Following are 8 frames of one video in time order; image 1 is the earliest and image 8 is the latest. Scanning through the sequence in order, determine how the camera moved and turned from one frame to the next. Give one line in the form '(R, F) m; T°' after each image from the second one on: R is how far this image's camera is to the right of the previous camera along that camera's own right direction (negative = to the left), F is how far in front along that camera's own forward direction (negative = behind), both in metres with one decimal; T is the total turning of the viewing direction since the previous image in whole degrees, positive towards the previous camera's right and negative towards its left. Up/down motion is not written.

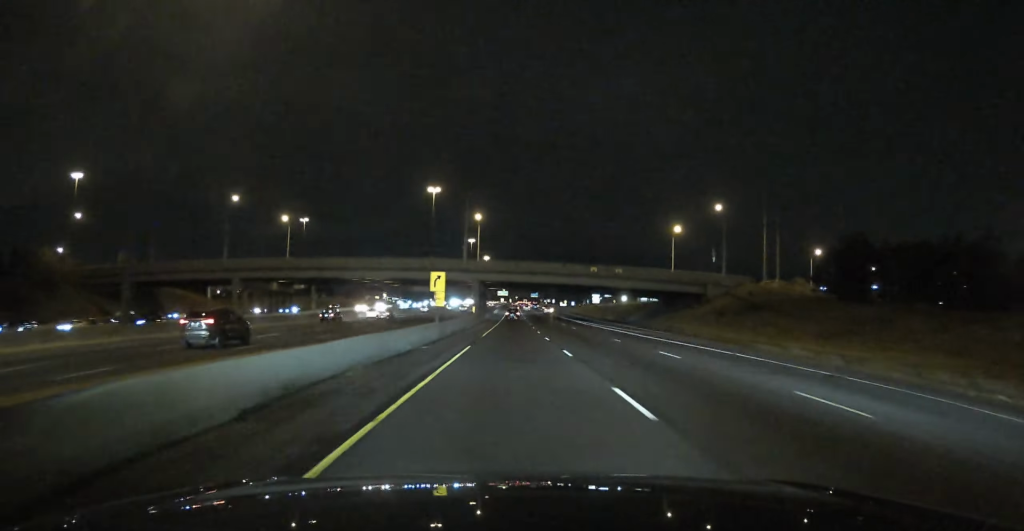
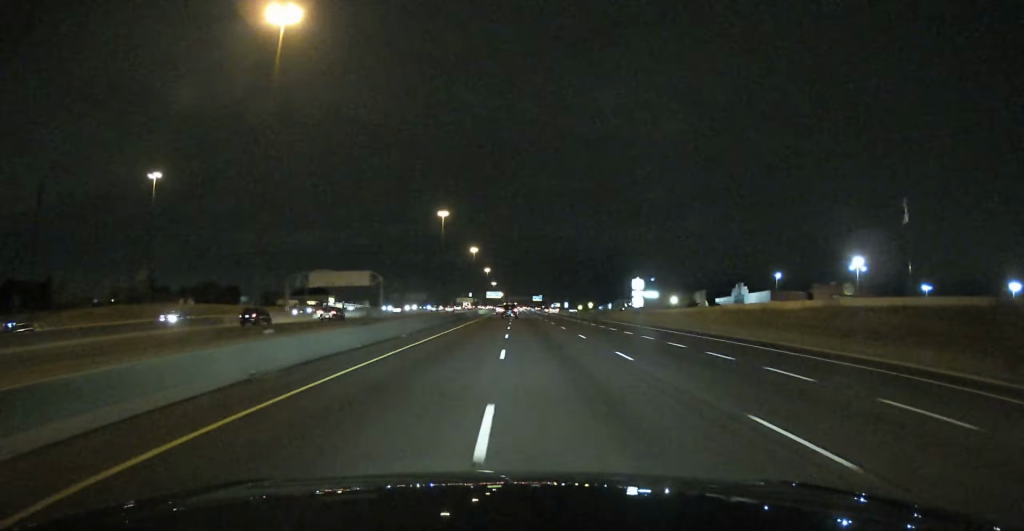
(+0.5, +129.7) m; 0°
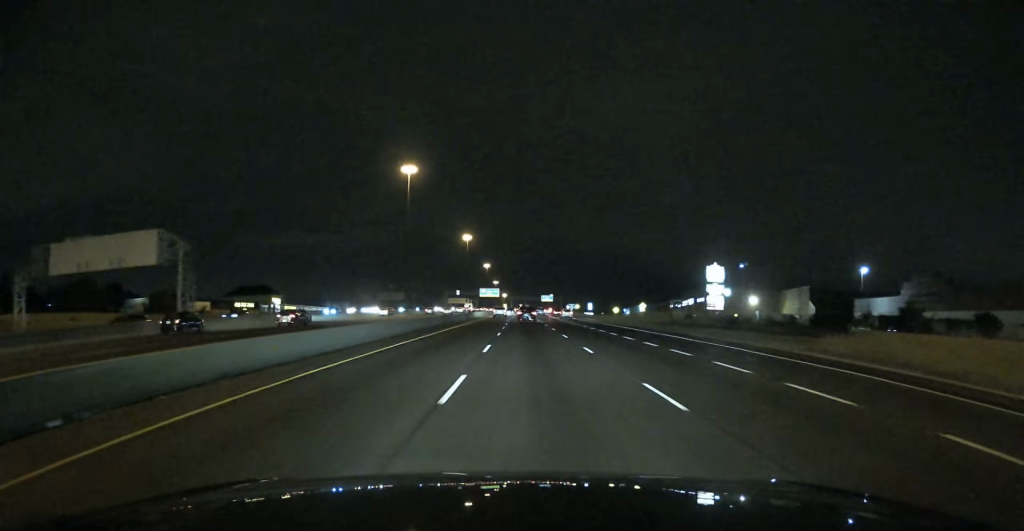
(-0.5, +82.6) m; 0°
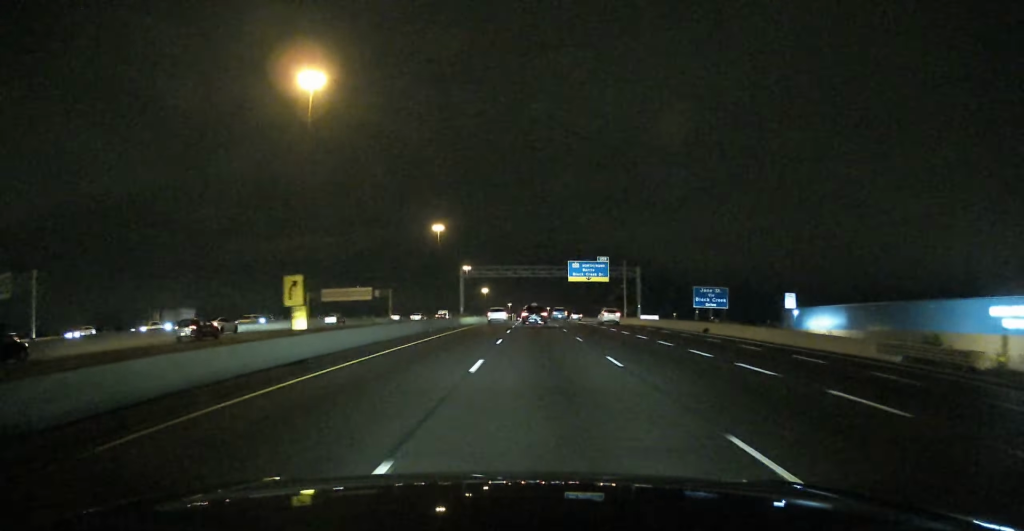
(+1.1, +256.9) m; +1°
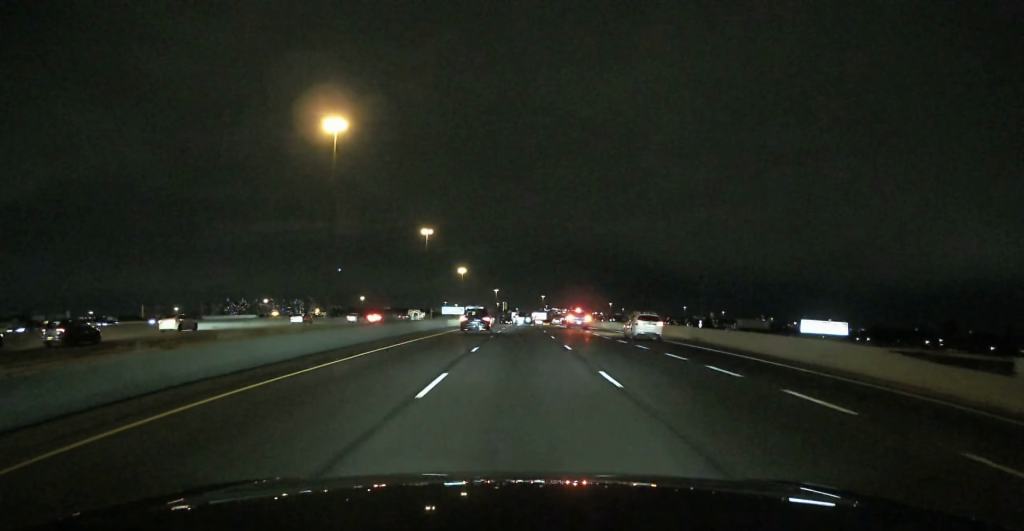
(+1.6, +154.7) m; +1°
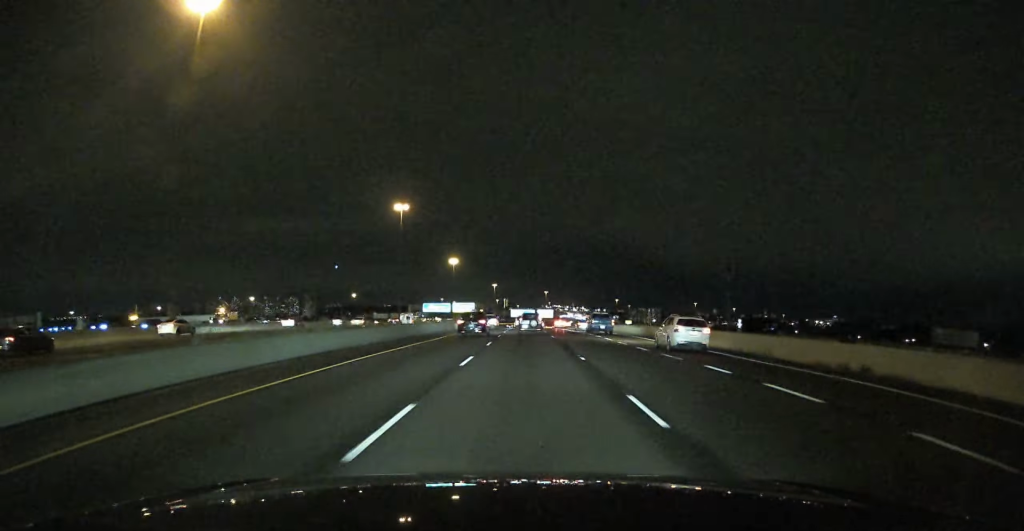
(+0.2, +49.4) m; 0°
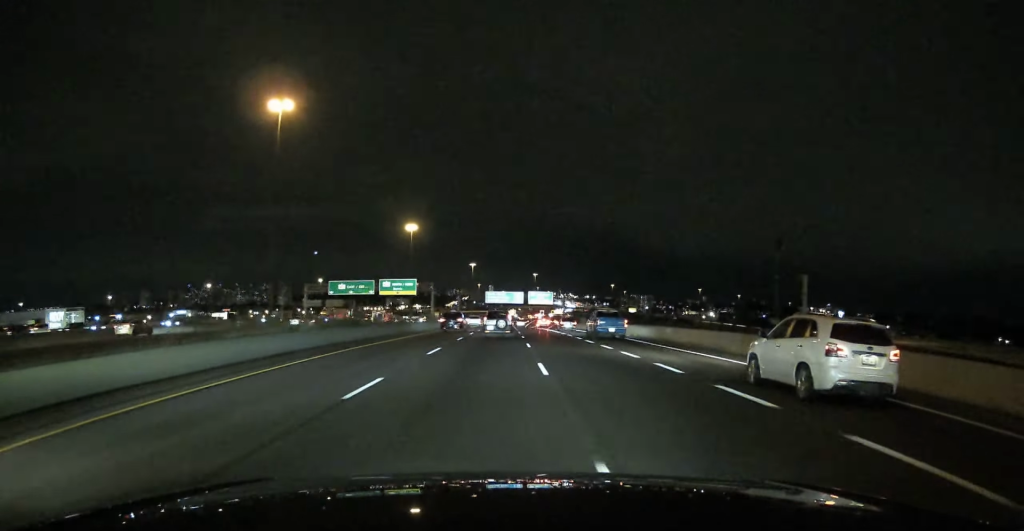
(+0.2, +80.1) m; 0°
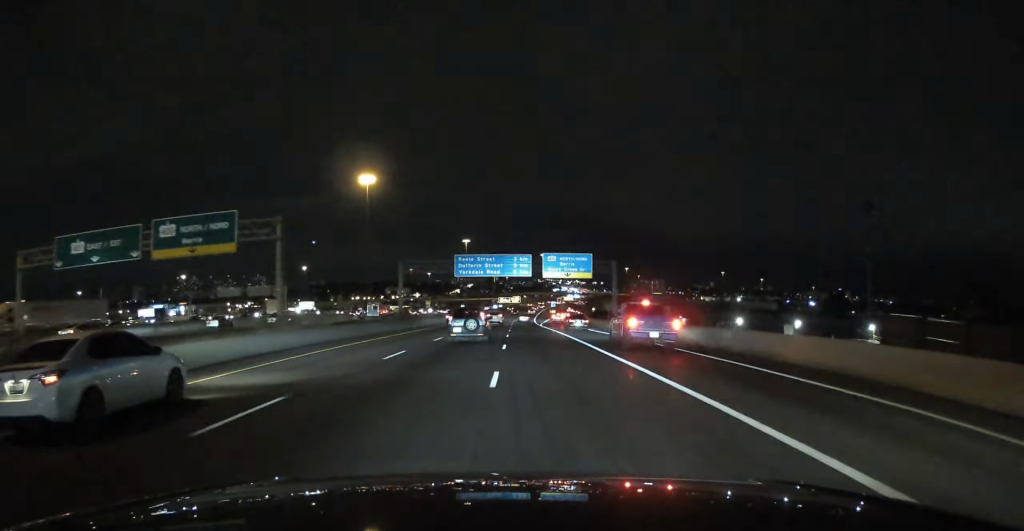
(0.0, +35.4) m; +1°
